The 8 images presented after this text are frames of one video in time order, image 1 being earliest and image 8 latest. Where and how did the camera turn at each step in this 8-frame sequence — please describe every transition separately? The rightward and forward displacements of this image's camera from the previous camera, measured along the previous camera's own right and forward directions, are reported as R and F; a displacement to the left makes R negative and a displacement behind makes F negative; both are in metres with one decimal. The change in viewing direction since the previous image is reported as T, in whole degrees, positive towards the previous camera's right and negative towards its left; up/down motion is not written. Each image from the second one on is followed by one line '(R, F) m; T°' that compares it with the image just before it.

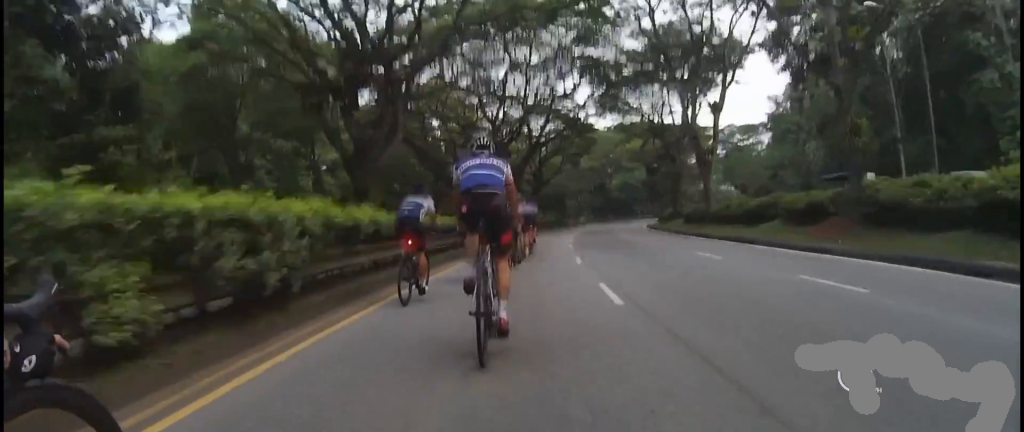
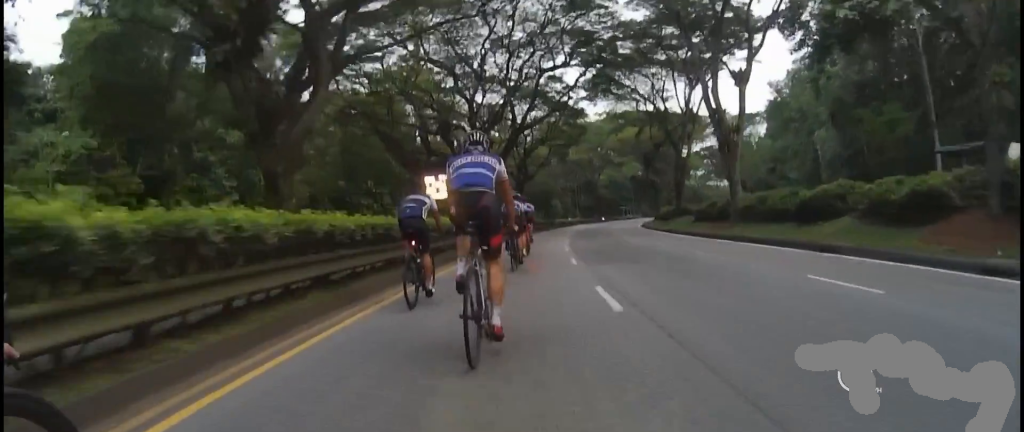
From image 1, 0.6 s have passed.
(0.0, +6.9) m; 0°
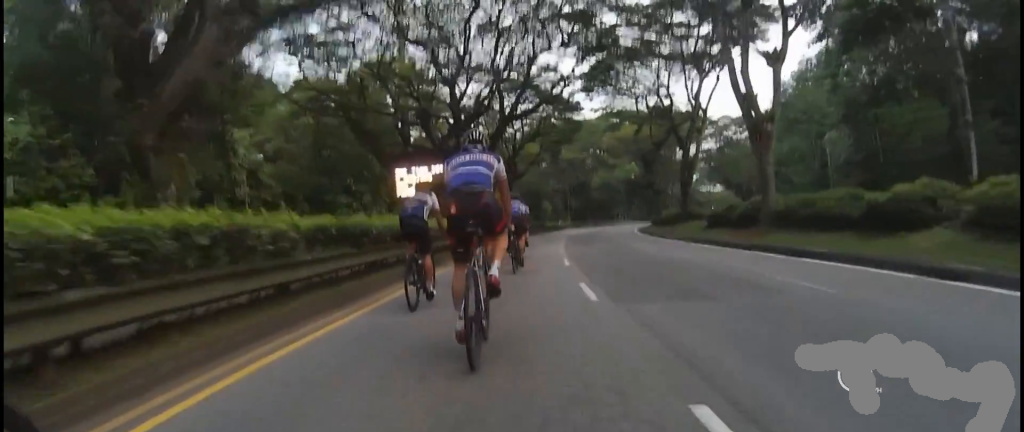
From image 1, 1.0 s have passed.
(0.0, +5.2) m; -1°
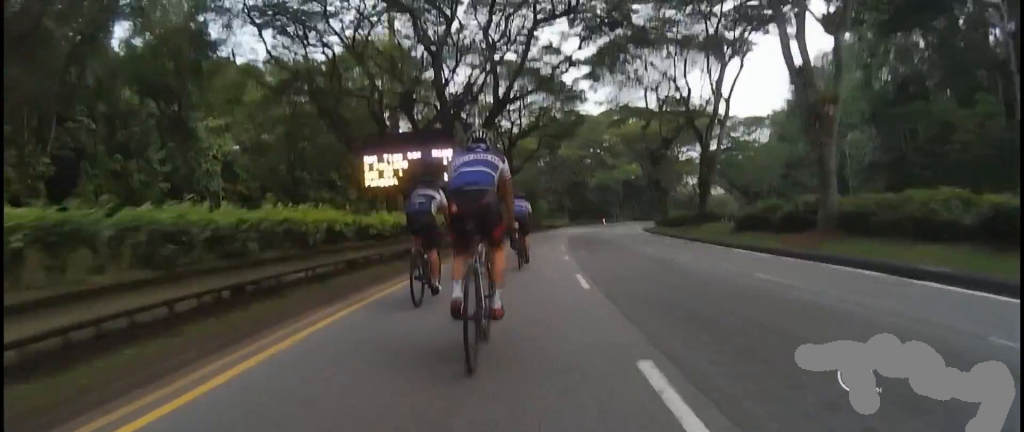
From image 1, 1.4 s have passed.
(-0.1, +5.2) m; +2°
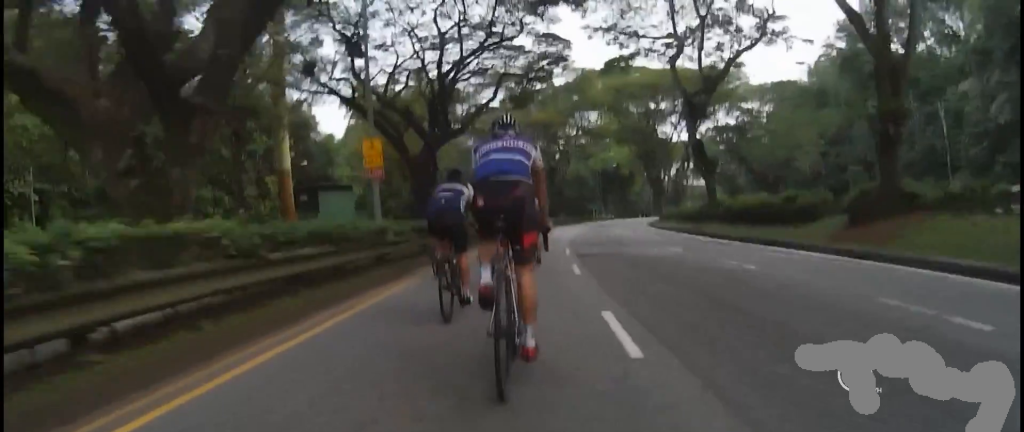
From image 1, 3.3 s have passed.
(+2.1, +21.9) m; +6°
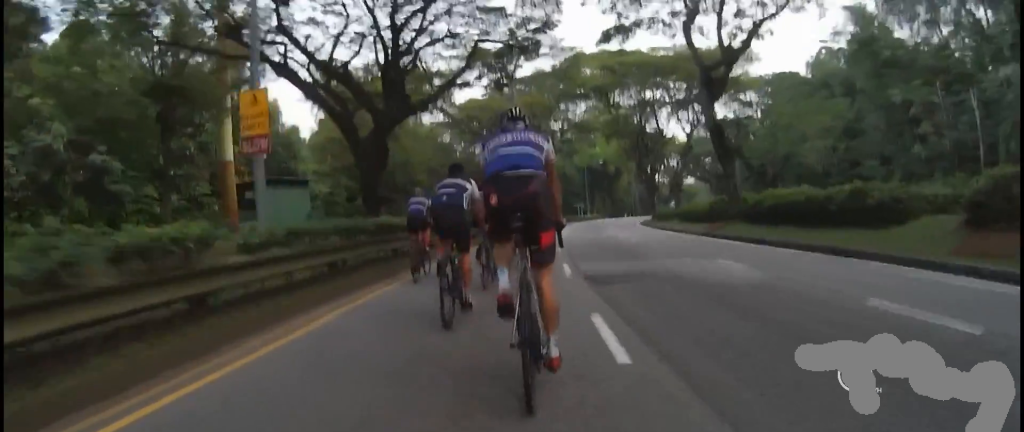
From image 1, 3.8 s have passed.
(-0.7, +5.9) m; 0°
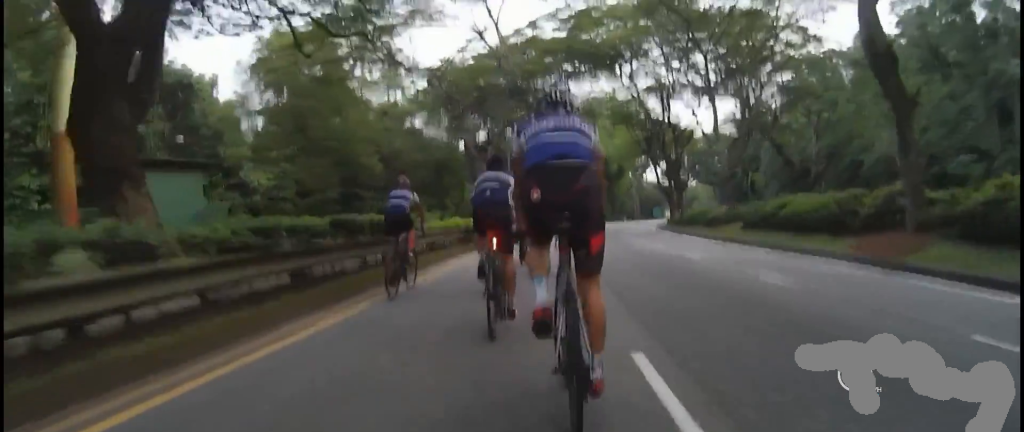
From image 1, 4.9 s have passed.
(+0.6, +13.2) m; +6°
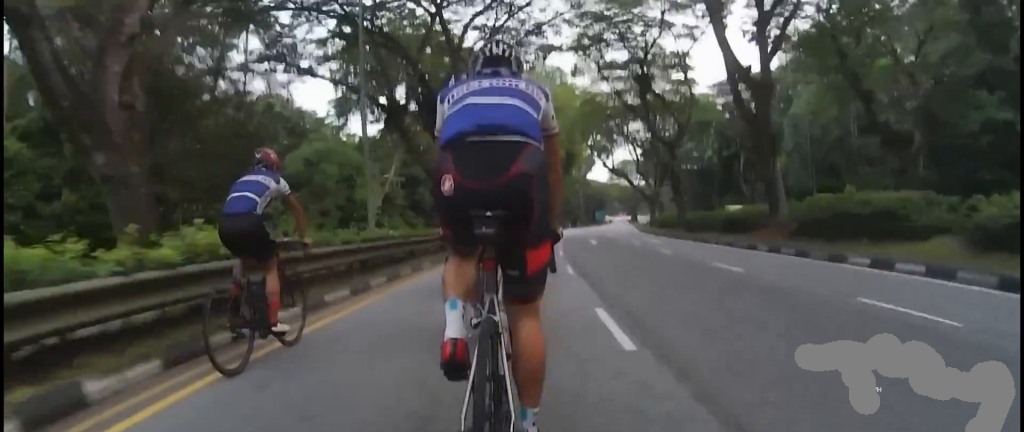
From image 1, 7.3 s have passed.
(+1.1, +26.2) m; +10°
